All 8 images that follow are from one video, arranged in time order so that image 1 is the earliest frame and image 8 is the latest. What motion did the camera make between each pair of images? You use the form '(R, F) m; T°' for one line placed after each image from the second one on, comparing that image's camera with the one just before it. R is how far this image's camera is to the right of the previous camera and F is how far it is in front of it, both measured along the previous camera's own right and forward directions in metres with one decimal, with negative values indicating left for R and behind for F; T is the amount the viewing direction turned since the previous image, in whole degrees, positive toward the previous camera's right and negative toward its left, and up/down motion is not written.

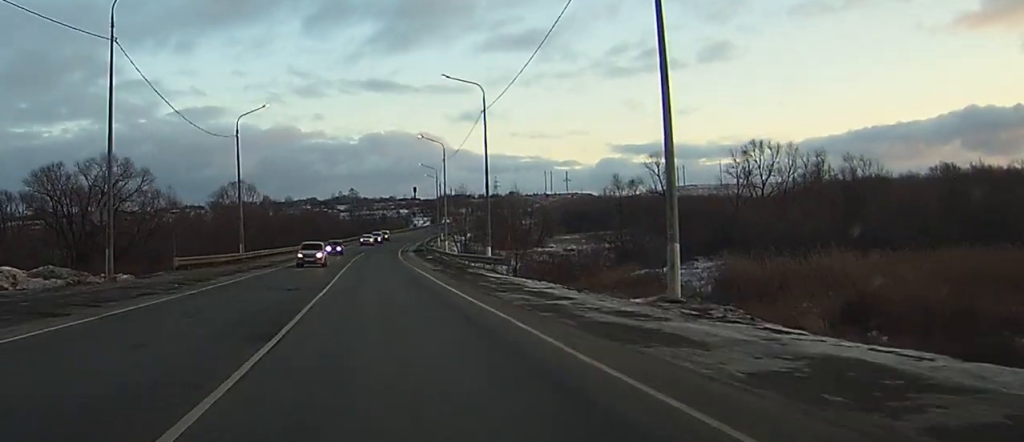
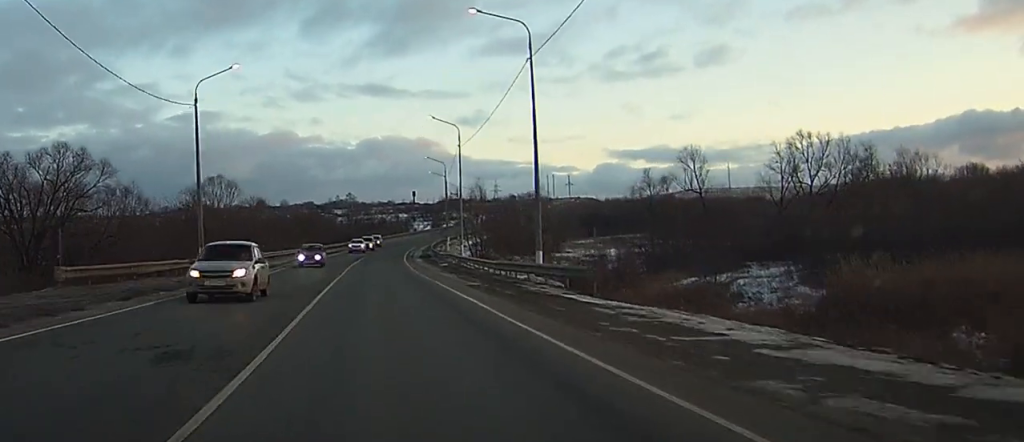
(+0.1, +16.6) m; 0°
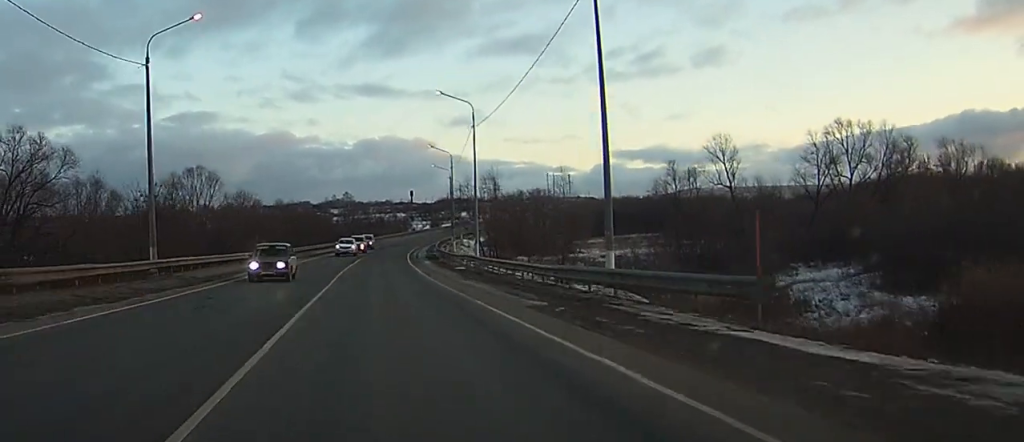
(0.0, +11.7) m; 0°
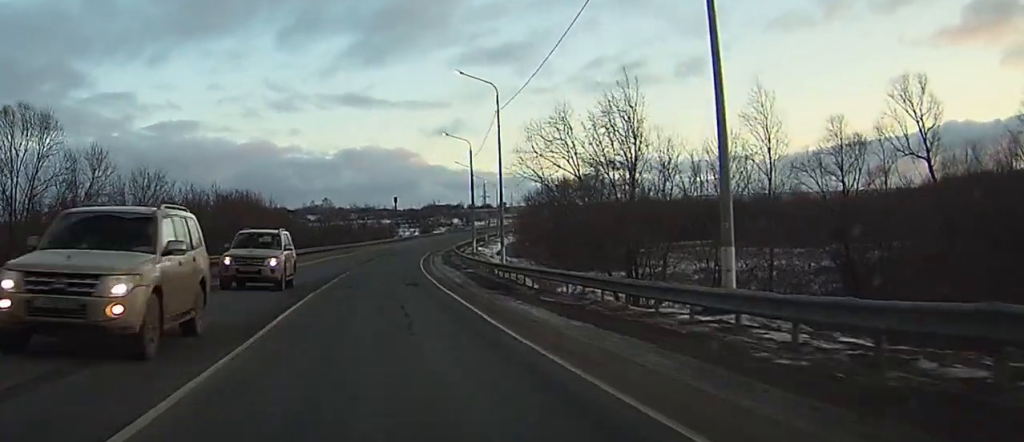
(+0.1, +46.8) m; 0°
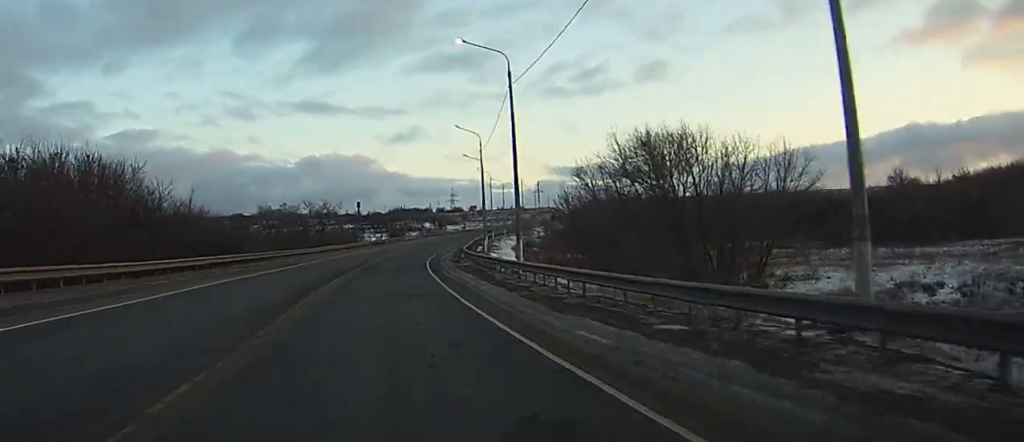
(+0.7, +43.1) m; +2°
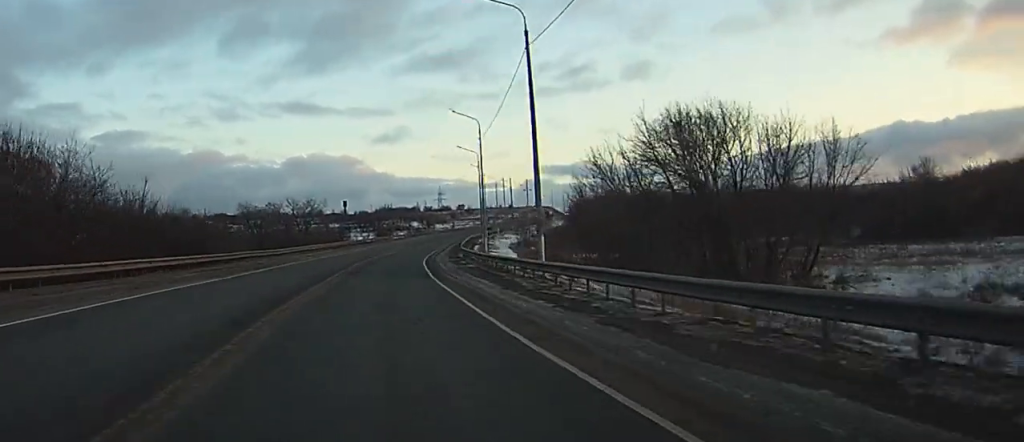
(0.0, +9.1) m; 0°
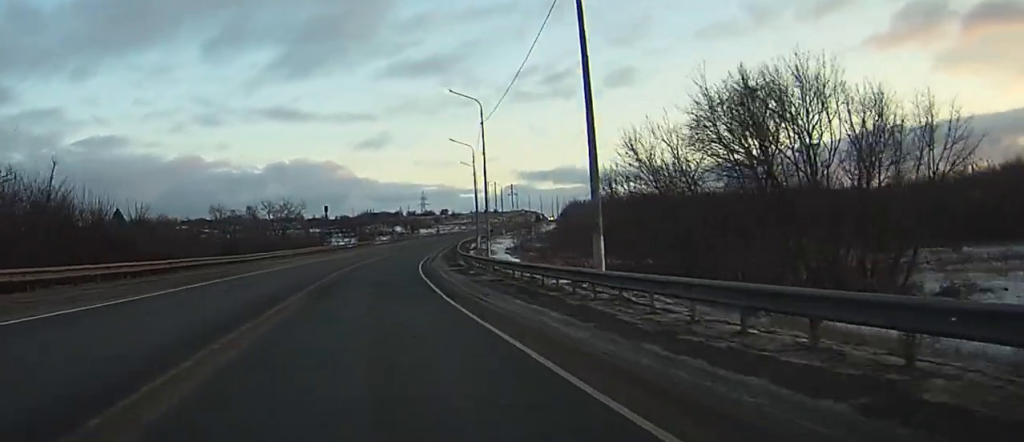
(+0.1, +12.3) m; +1°
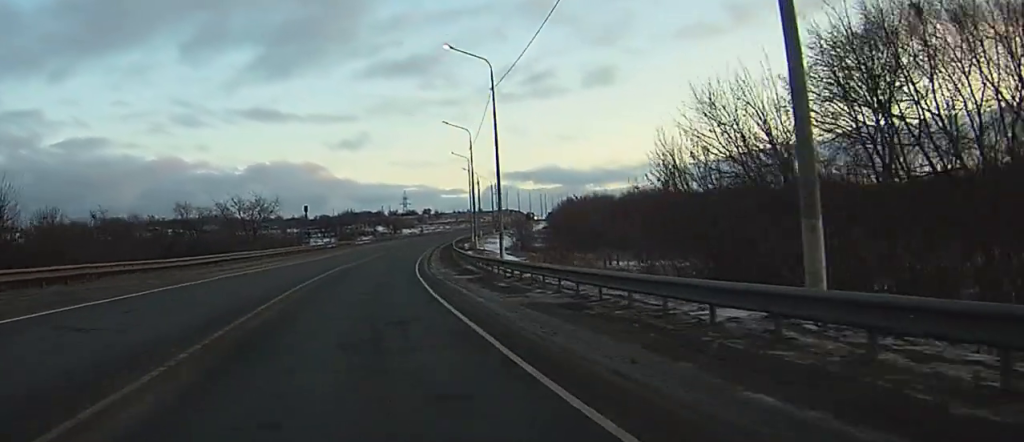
(0.0, +14.1) m; +1°
